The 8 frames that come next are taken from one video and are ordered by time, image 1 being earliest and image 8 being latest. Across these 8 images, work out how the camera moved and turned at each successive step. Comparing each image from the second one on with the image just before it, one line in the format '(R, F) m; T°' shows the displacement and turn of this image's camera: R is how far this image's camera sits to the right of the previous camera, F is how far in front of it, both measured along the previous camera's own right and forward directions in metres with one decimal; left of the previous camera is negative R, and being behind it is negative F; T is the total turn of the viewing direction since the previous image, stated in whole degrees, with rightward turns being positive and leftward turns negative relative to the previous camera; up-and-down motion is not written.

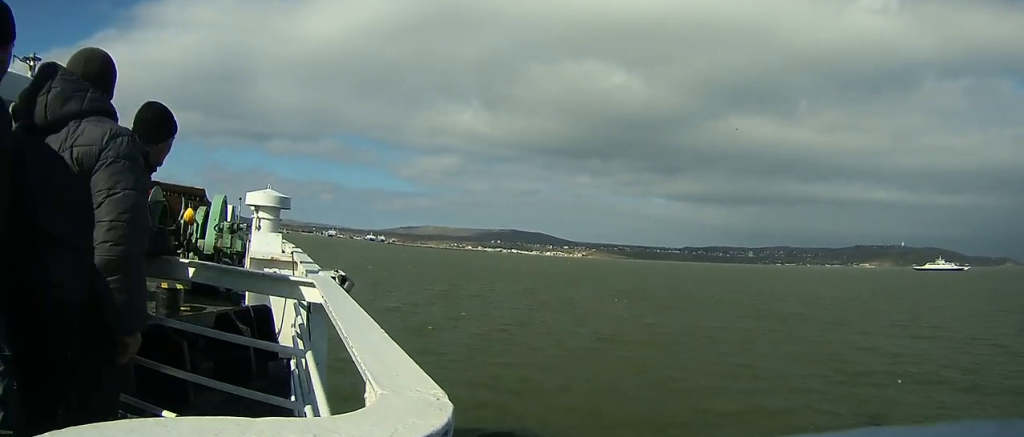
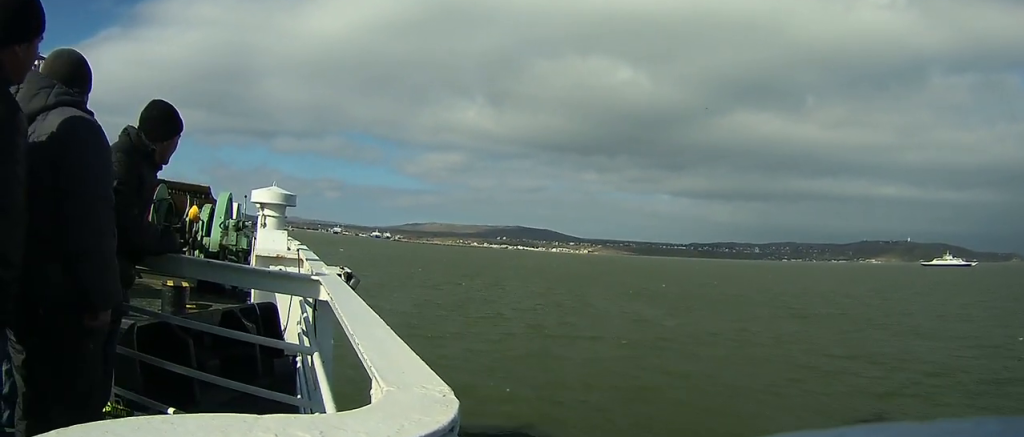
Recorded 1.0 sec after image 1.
(+0.1, +4.2) m; 0°
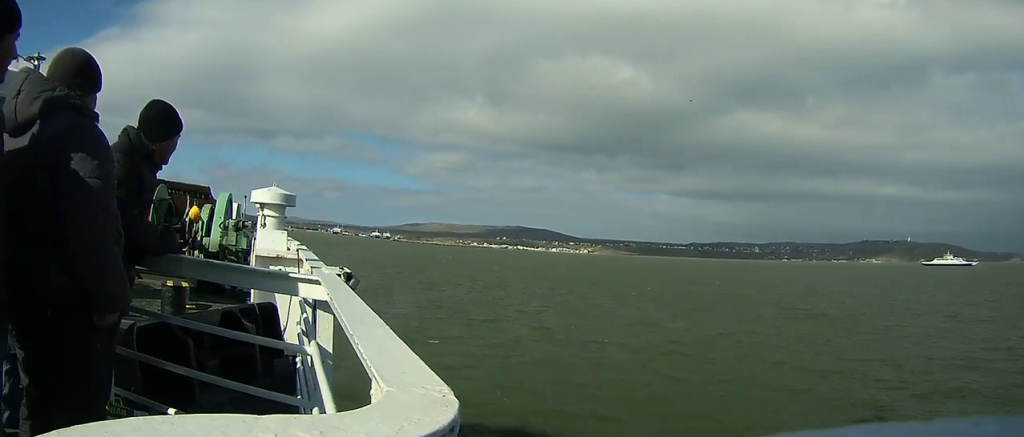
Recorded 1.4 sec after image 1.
(0.0, +1.7) m; -1°
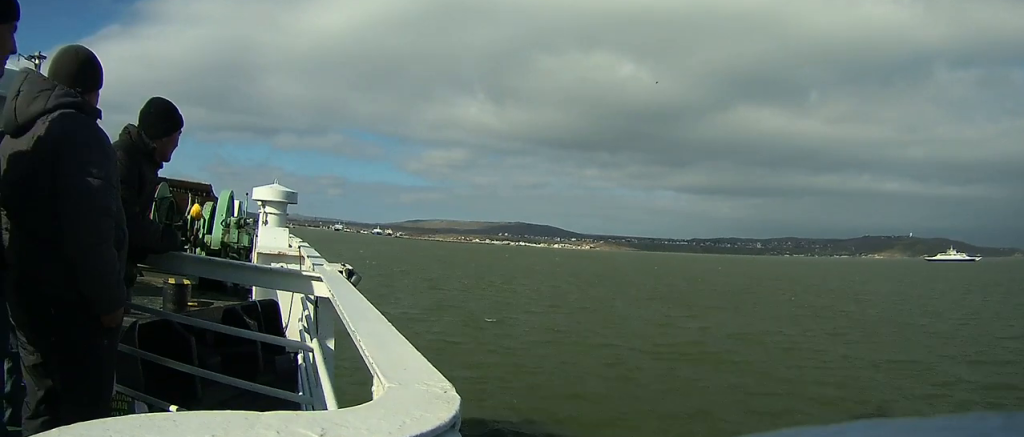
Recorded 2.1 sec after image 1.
(-0.1, +3.1) m; -2°
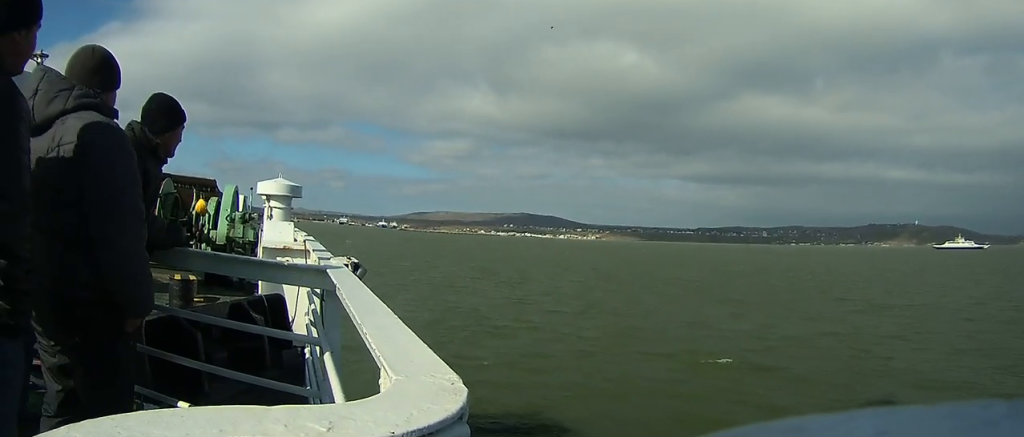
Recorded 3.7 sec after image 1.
(-0.1, +6.4) m; -1°
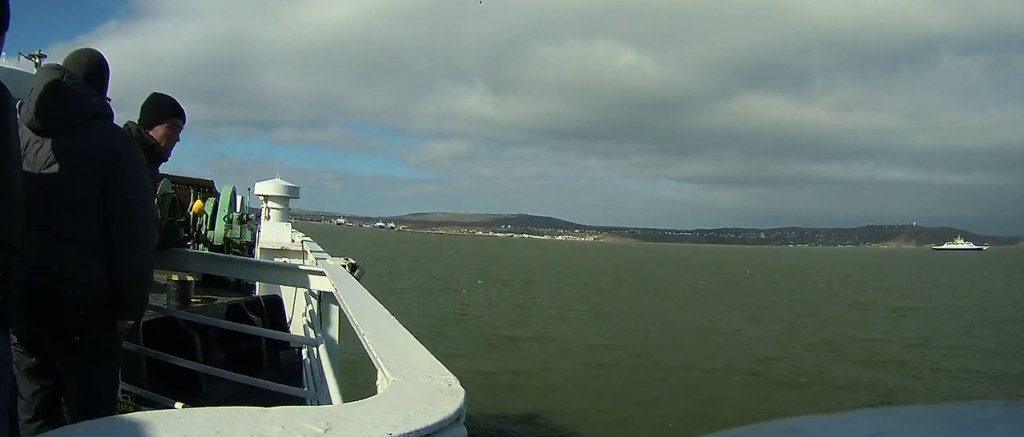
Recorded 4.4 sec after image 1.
(0.0, +3.0) m; -1°
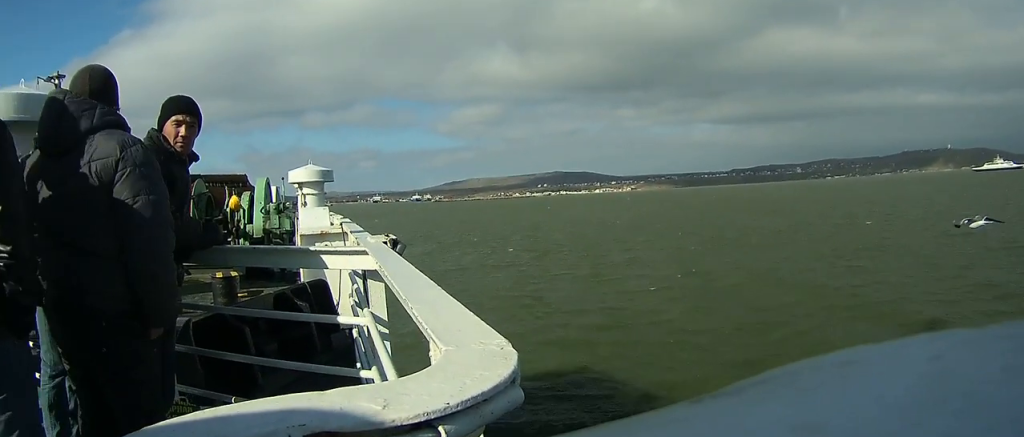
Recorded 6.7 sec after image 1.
(-0.3, +9.7) m; -2°
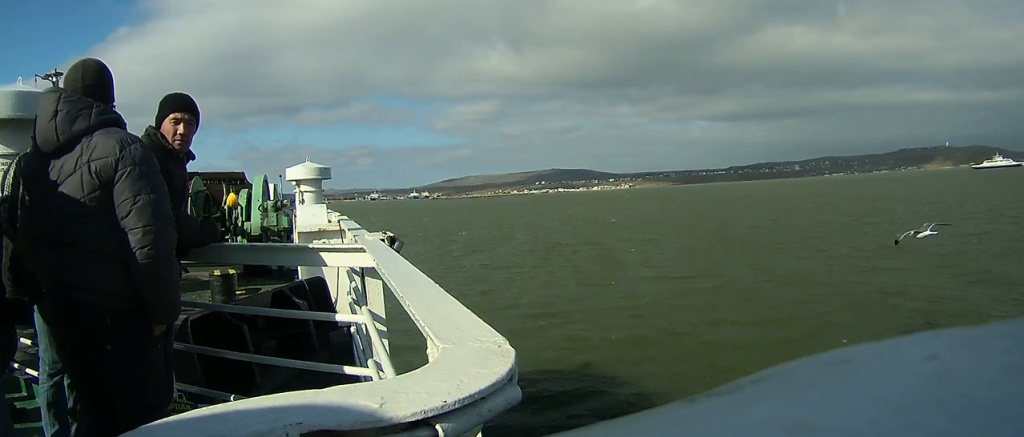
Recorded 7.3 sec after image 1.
(0.0, +2.7) m; 0°
